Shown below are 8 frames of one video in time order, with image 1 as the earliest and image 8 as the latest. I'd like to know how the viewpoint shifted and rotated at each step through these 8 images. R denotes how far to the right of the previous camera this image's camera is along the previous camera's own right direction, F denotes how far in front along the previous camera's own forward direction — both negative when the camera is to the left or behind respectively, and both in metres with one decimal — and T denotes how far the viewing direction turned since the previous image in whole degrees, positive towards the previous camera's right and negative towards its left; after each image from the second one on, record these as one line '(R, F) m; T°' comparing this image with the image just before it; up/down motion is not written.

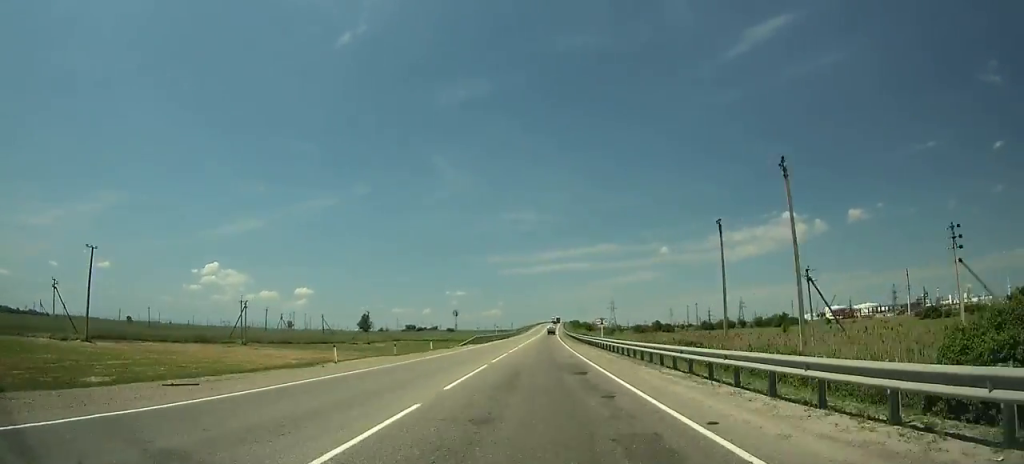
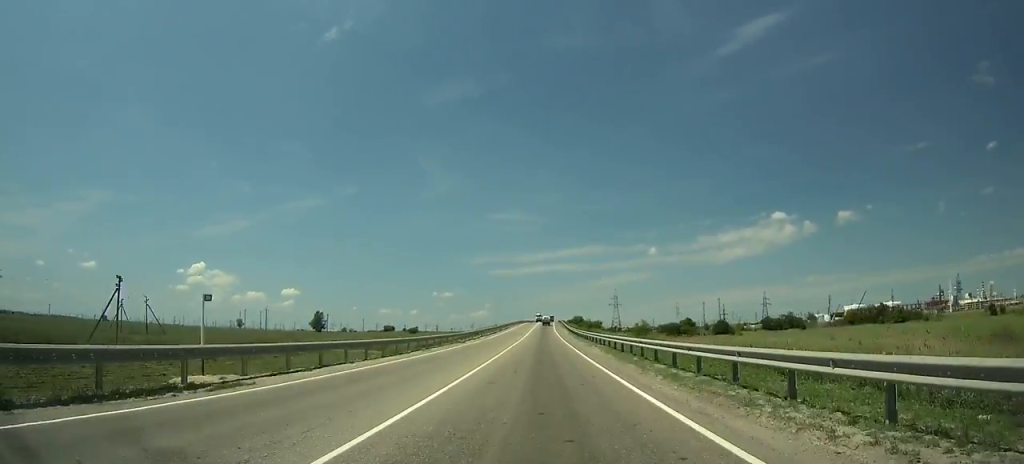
(+1.4, +94.4) m; +1°
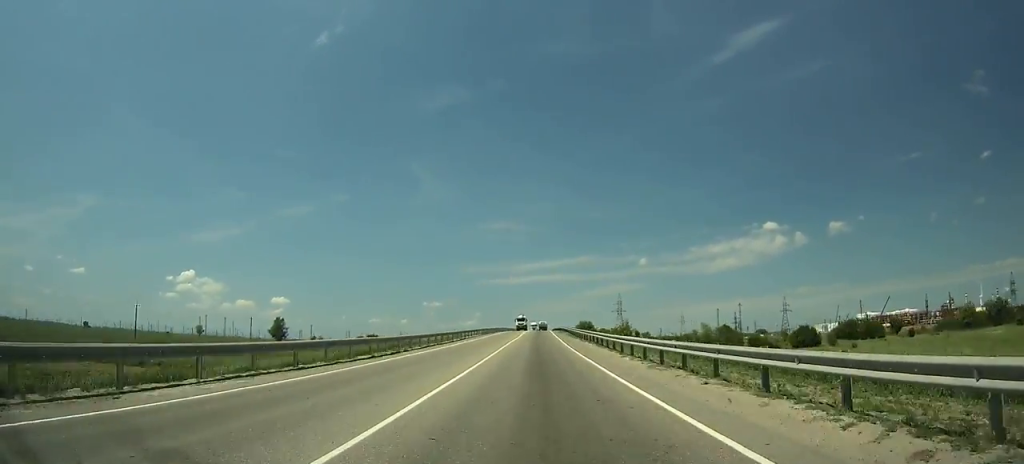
(+0.4, +59.1) m; +1°
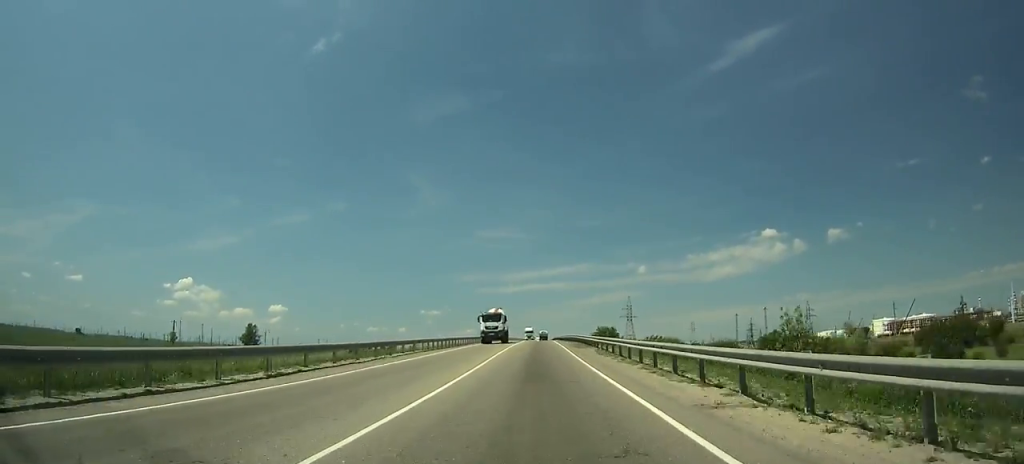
(+0.1, +40.2) m; 0°
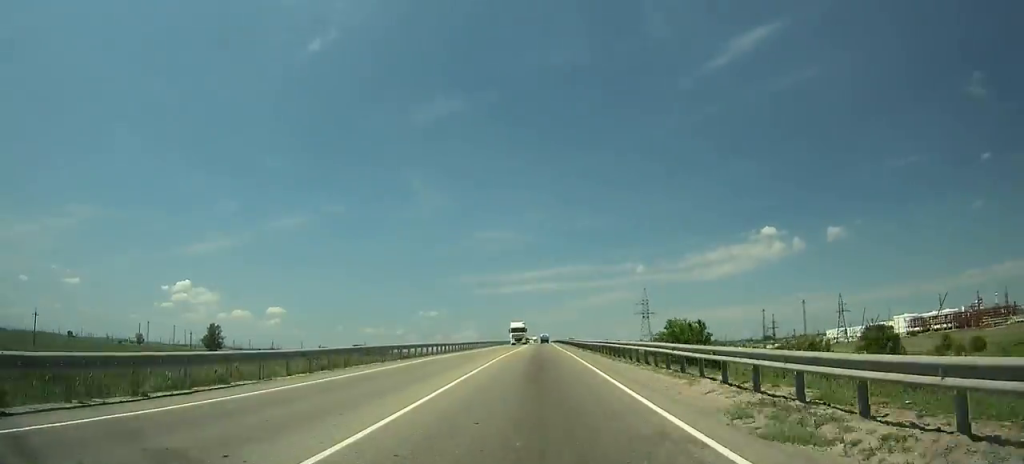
(+0.1, +47.4) m; 0°
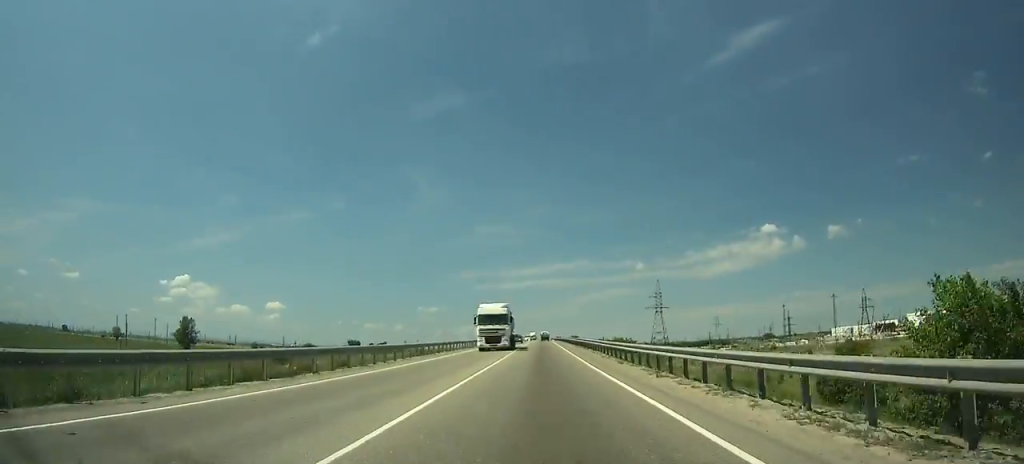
(0.0, +28.5) m; 0°
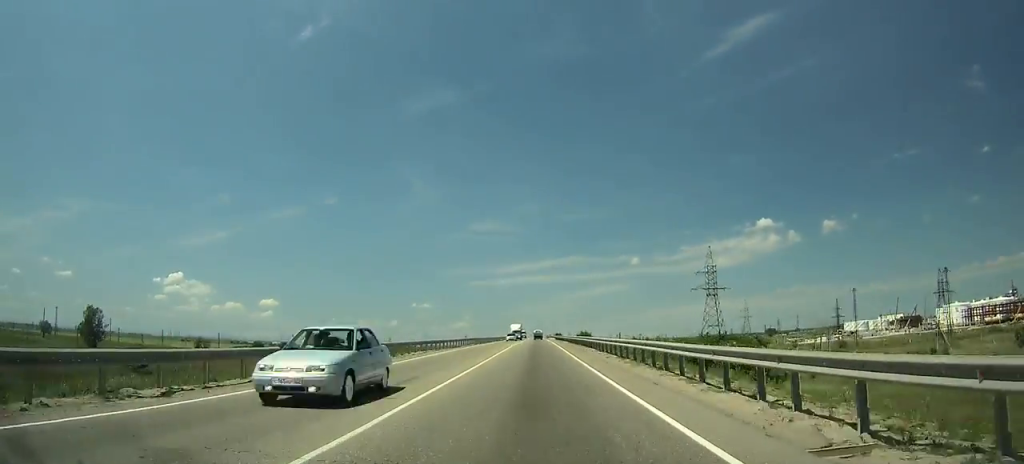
(+0.3, +73.3) m; 0°
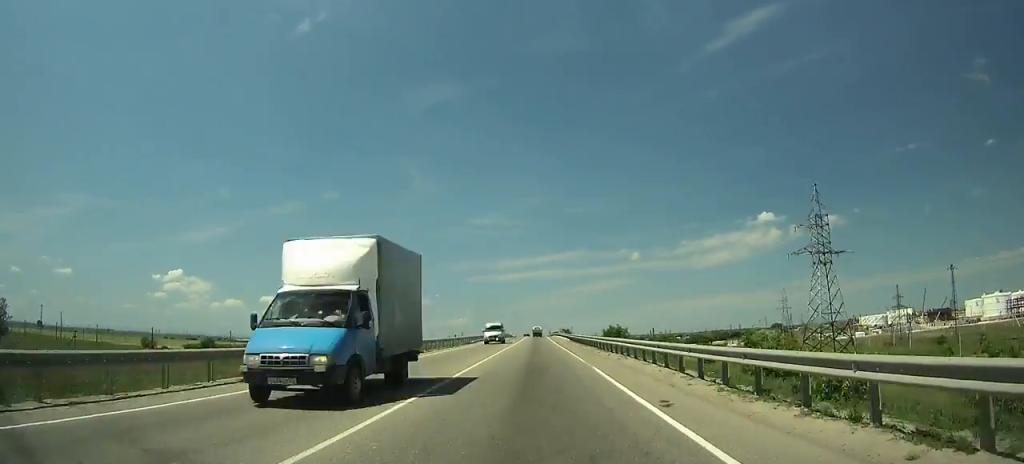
(0.0, +56.6) m; 0°
